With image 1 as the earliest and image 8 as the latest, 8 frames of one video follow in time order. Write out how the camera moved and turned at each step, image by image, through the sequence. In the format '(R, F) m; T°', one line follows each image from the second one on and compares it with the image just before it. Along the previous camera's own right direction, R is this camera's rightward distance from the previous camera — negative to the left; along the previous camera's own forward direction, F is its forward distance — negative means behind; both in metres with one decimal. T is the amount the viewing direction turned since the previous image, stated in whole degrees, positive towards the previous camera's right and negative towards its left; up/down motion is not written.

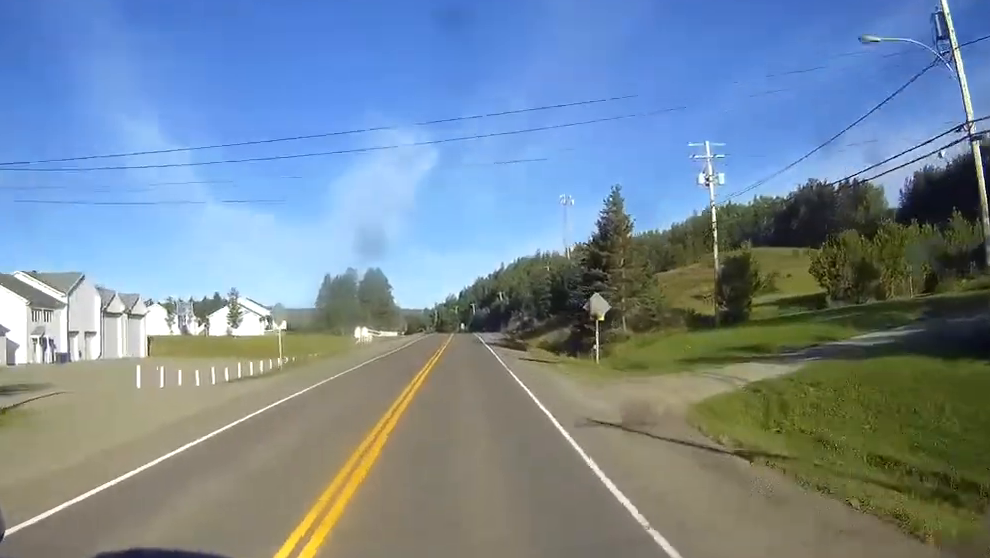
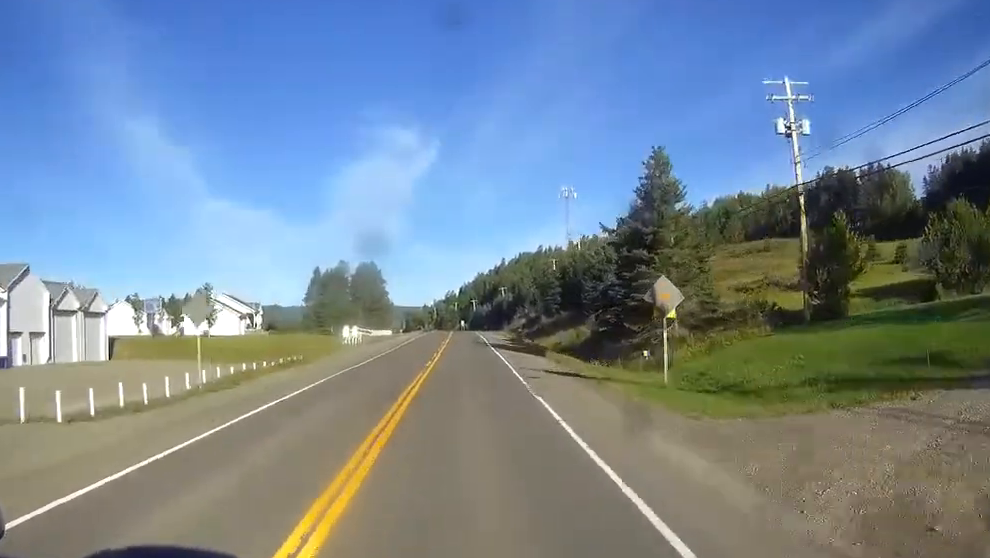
(0.0, +14.3) m; 0°
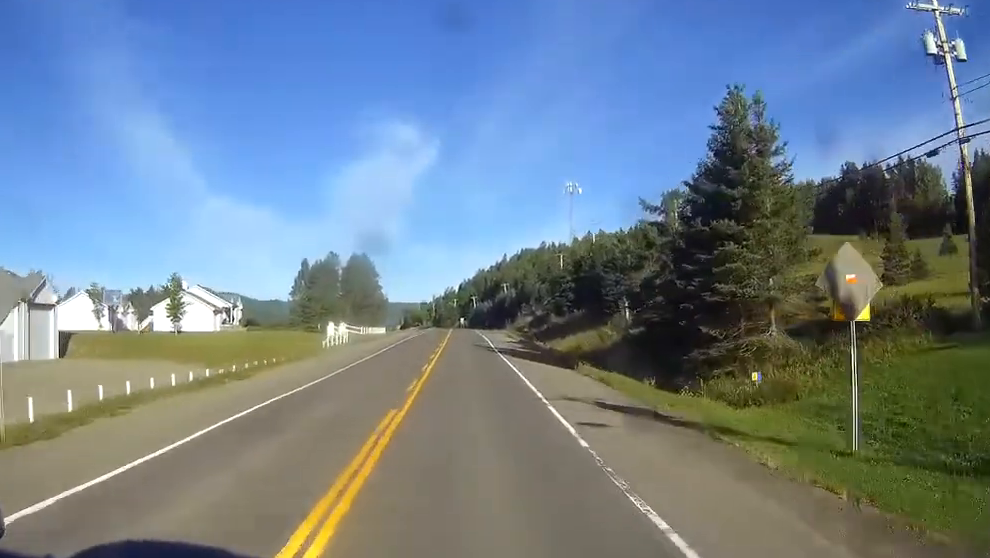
(0.0, +14.4) m; 0°
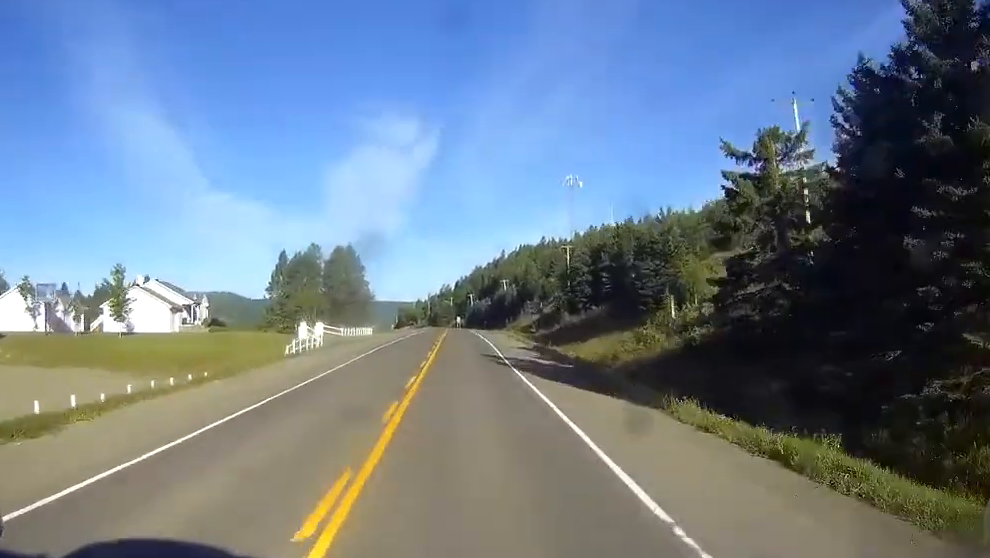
(0.0, +17.6) m; 0°
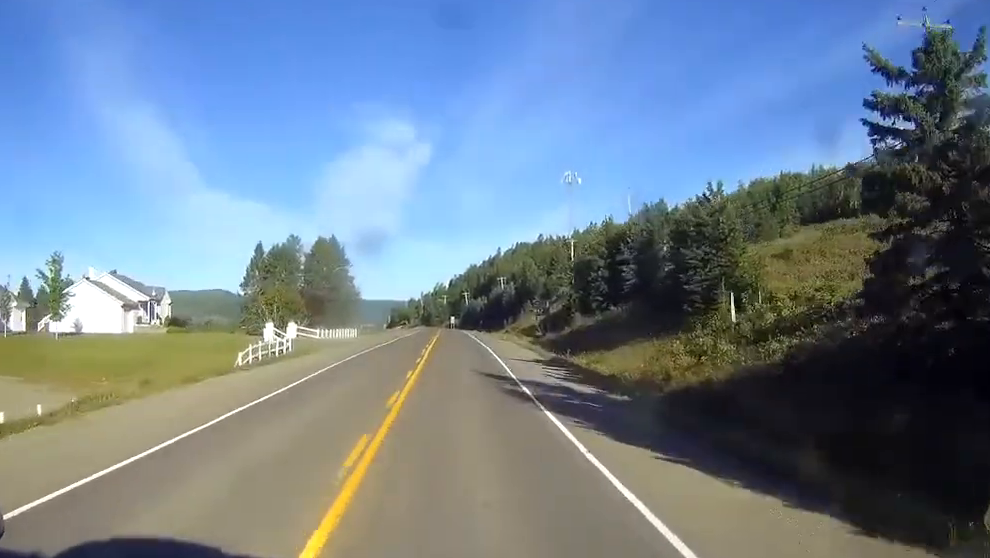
(0.0, +14.4) m; 0°
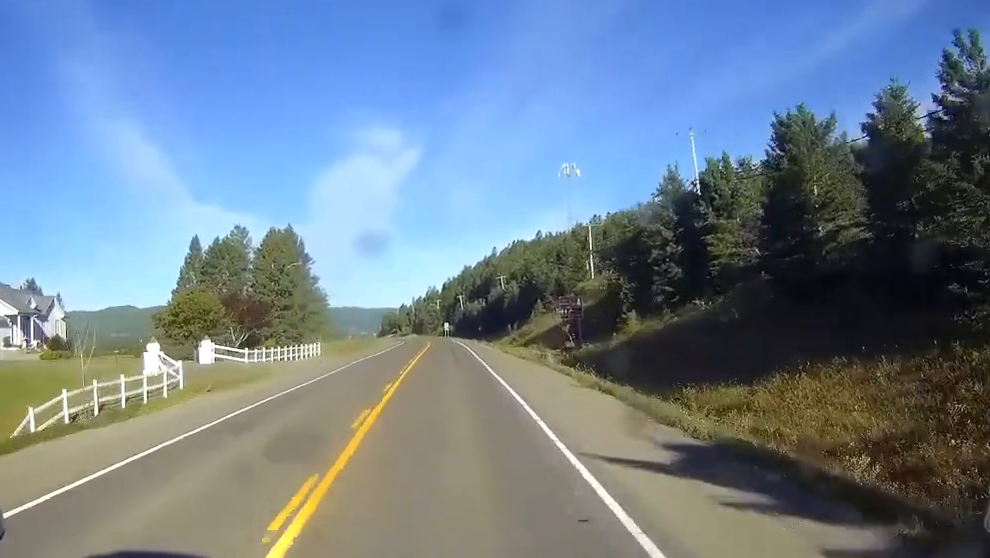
(+0.2, +30.3) m; +1°
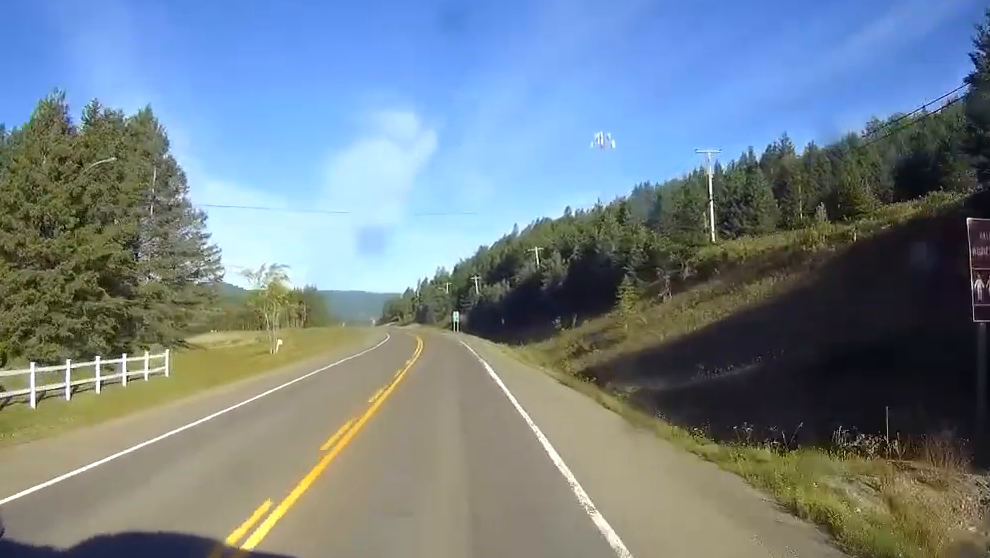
(0.0, +56.1) m; 0°
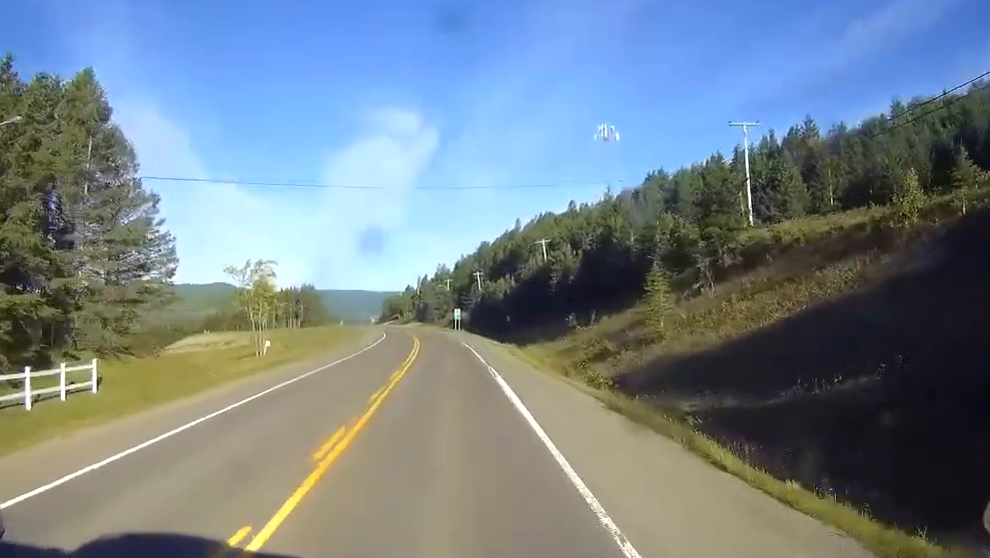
(0.0, +9.7) m; 0°
